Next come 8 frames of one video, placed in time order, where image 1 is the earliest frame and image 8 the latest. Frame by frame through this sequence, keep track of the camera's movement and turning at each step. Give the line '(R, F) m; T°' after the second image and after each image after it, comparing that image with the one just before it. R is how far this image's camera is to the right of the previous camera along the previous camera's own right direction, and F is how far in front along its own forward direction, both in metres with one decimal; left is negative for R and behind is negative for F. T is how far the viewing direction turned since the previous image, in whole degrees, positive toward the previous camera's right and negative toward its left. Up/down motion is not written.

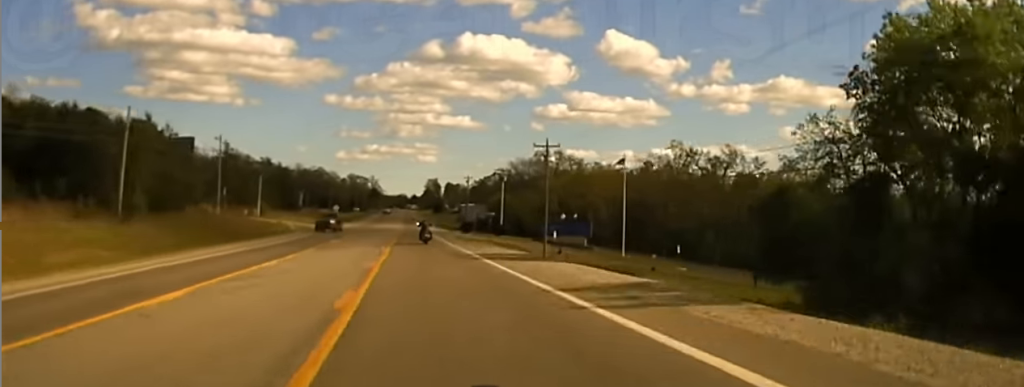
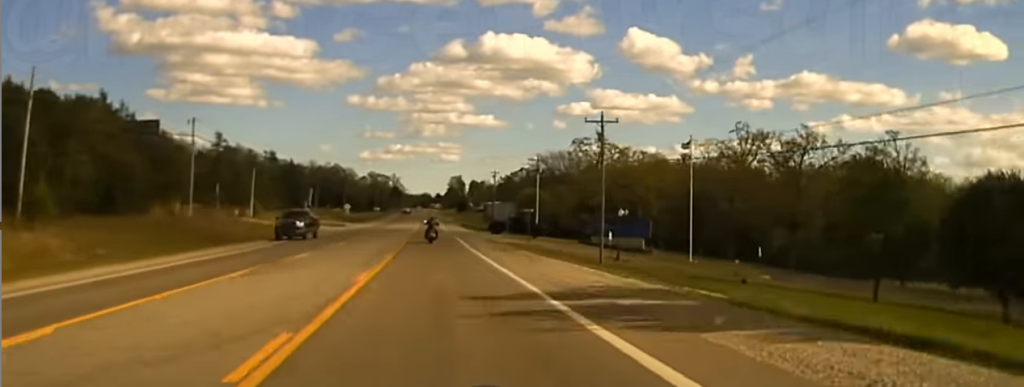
(-0.6, +13.9) m; -2°
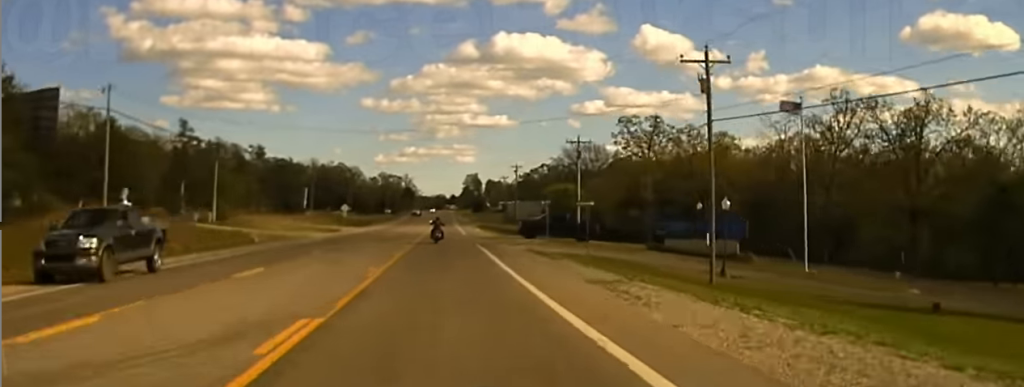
(-0.2, +18.5) m; -1°
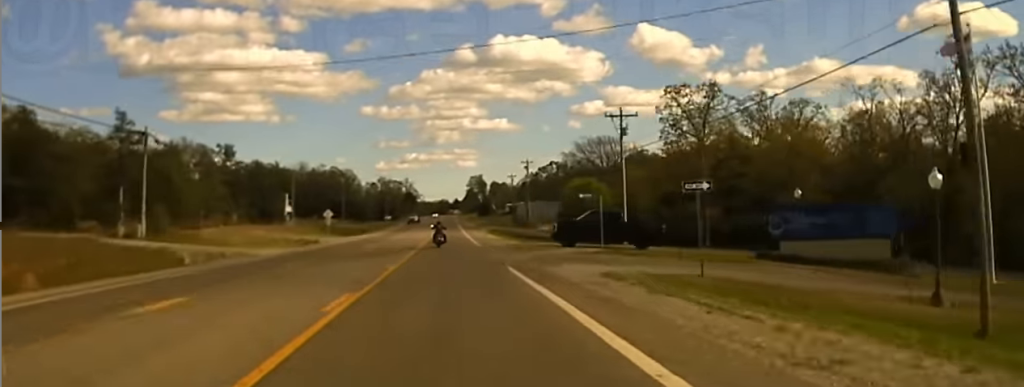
(0.0, +16.7) m; 0°
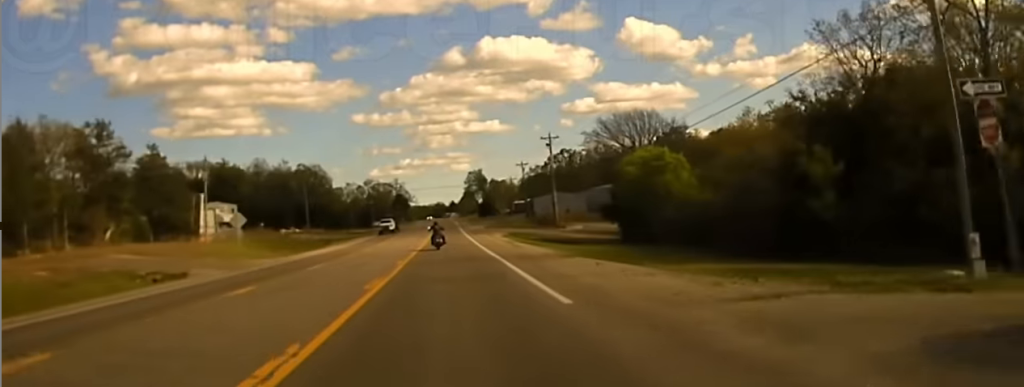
(0.0, +43.0) m; +1°
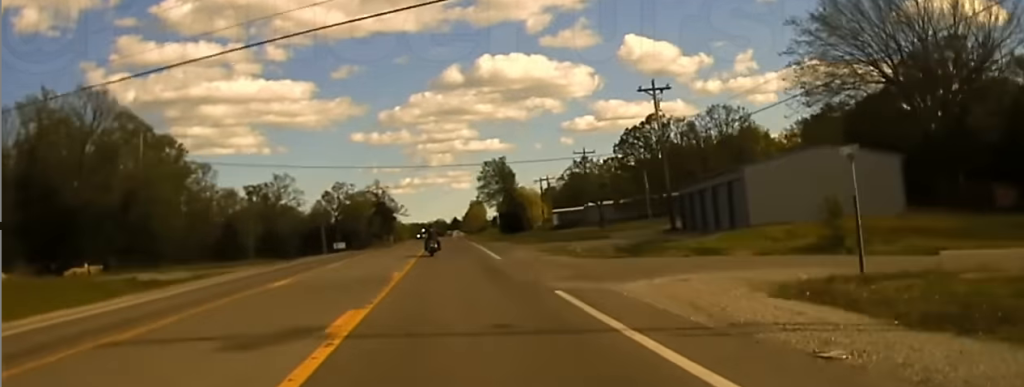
(+1.6, +110.7) m; +1°
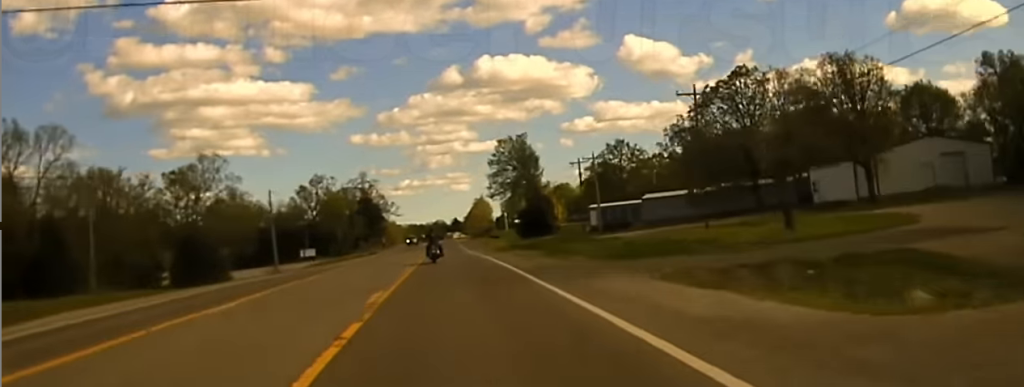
(-0.1, +45.8) m; 0°
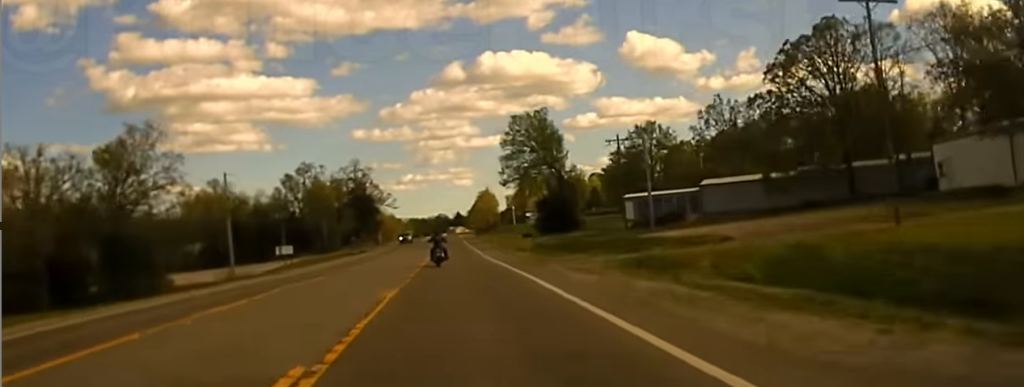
(0.0, +24.1) m; 0°
